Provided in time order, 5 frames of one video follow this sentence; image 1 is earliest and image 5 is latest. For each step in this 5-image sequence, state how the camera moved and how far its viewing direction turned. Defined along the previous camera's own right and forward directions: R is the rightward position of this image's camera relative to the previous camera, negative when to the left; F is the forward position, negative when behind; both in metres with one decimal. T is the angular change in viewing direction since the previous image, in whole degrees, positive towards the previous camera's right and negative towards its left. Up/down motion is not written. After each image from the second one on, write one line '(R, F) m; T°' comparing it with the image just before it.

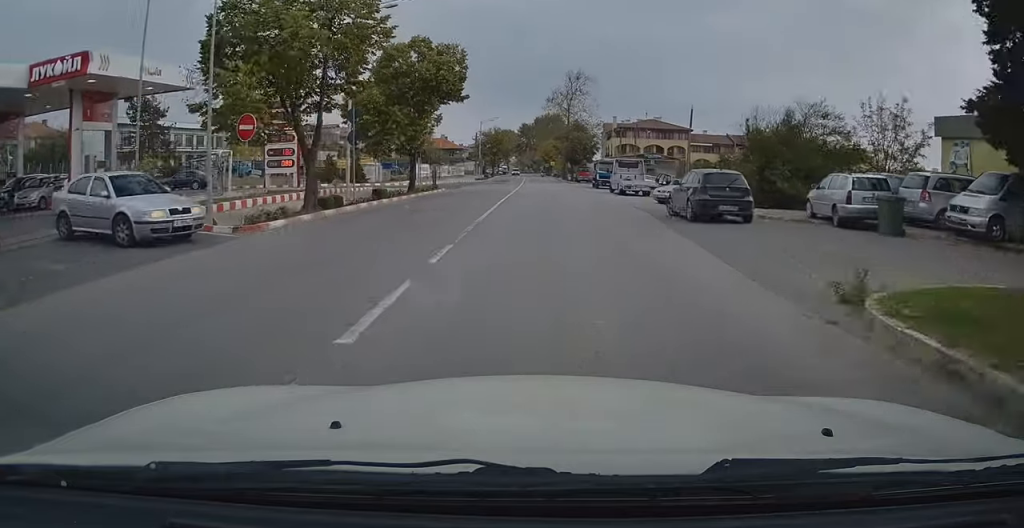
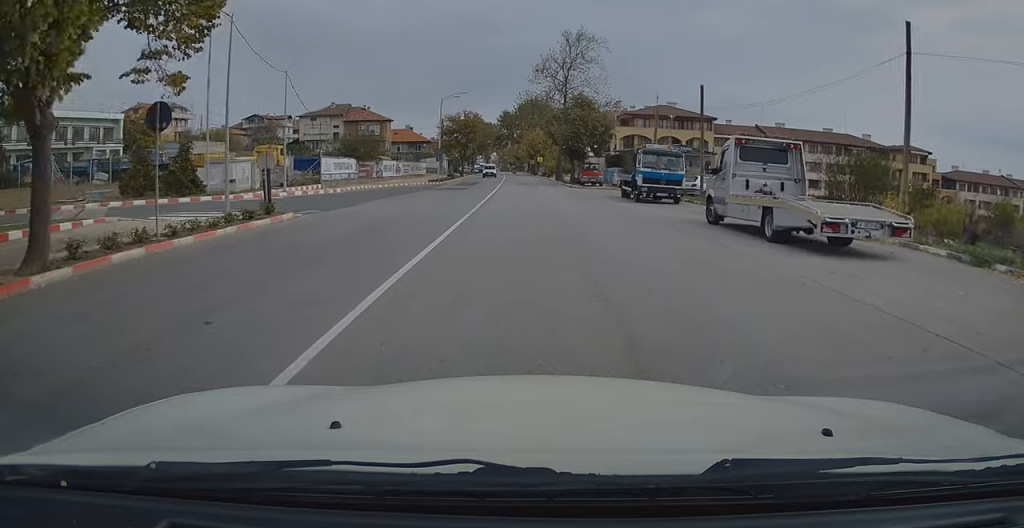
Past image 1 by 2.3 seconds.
(+0.1, +27.6) m; +1°
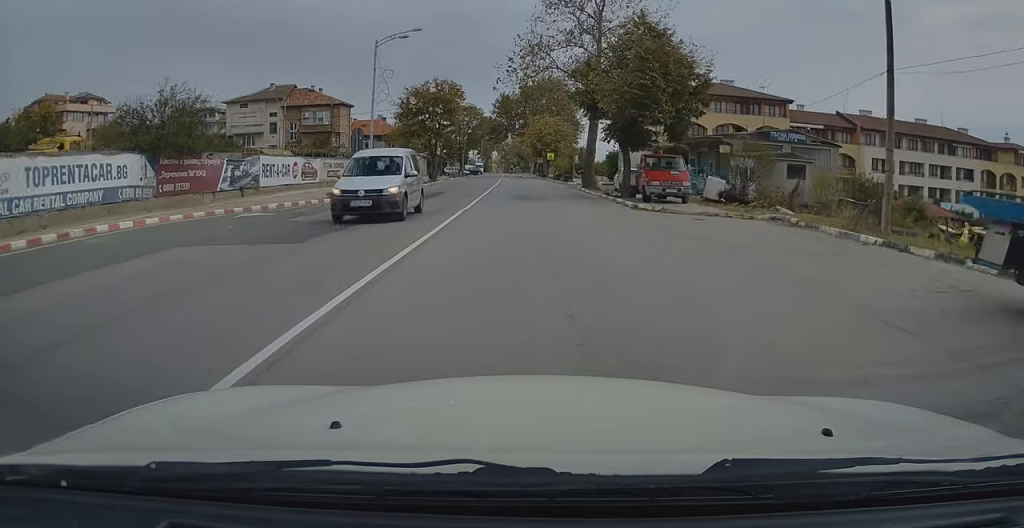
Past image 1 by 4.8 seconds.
(+0.1, +29.3) m; 0°
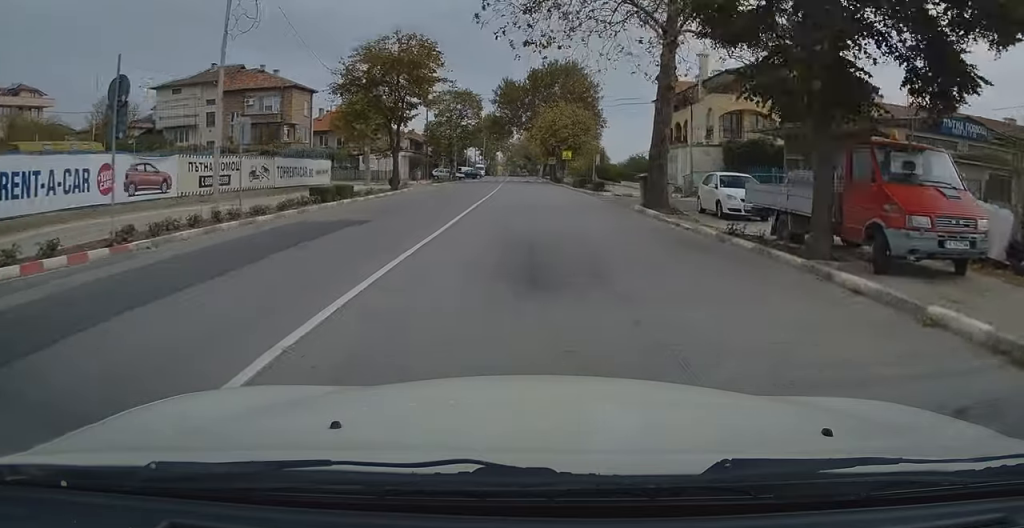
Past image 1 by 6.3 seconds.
(-0.1, +18.7) m; 0°
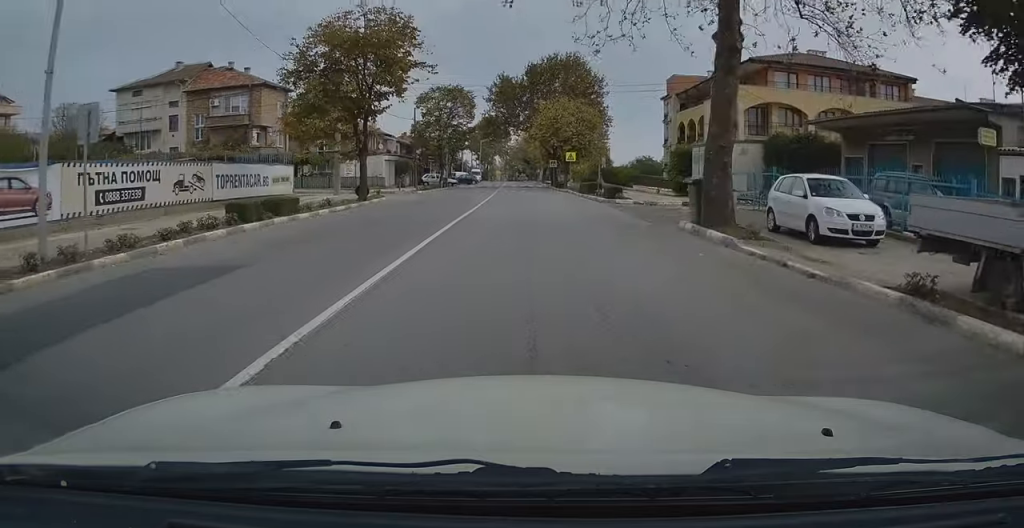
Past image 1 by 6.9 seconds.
(0.0, +7.0) m; 0°
